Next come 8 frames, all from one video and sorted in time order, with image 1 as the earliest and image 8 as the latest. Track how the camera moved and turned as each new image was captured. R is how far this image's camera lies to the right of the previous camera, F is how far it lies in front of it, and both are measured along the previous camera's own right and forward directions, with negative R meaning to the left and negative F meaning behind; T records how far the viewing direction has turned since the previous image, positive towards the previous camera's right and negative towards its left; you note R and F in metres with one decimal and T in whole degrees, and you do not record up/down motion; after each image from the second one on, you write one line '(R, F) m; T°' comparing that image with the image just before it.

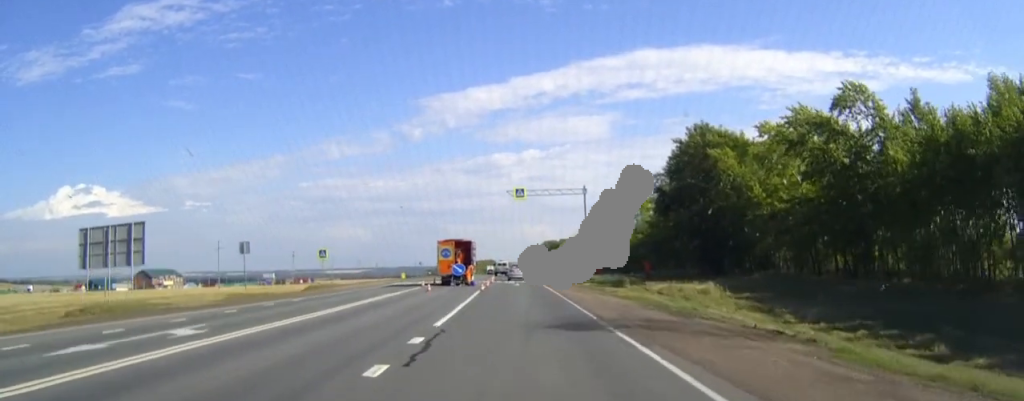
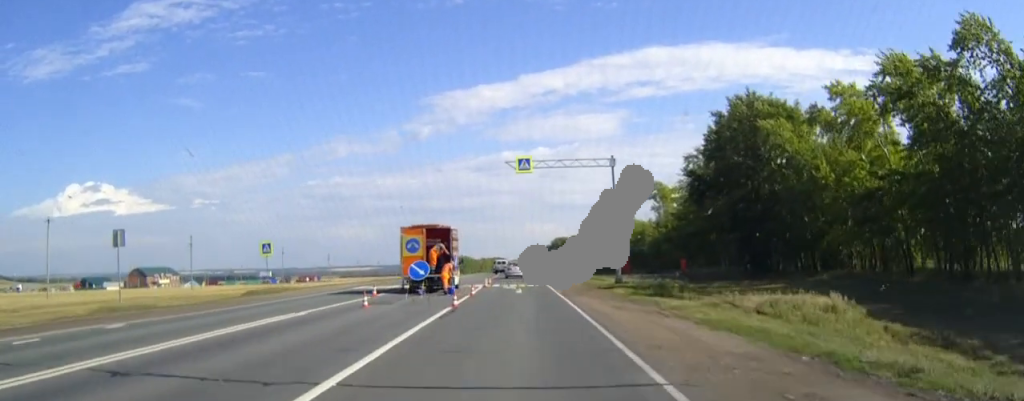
(-0.1, +15.5) m; -1°
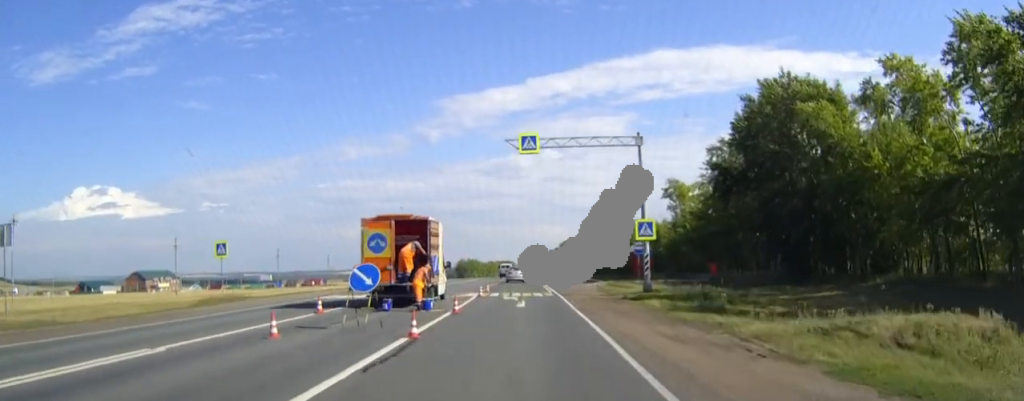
(-0.1, +8.5) m; 0°
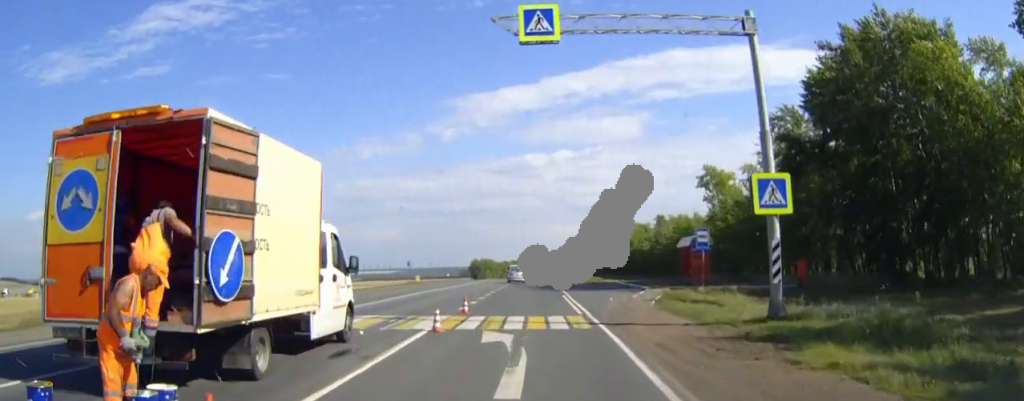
(-0.1, +17.0) m; -1°
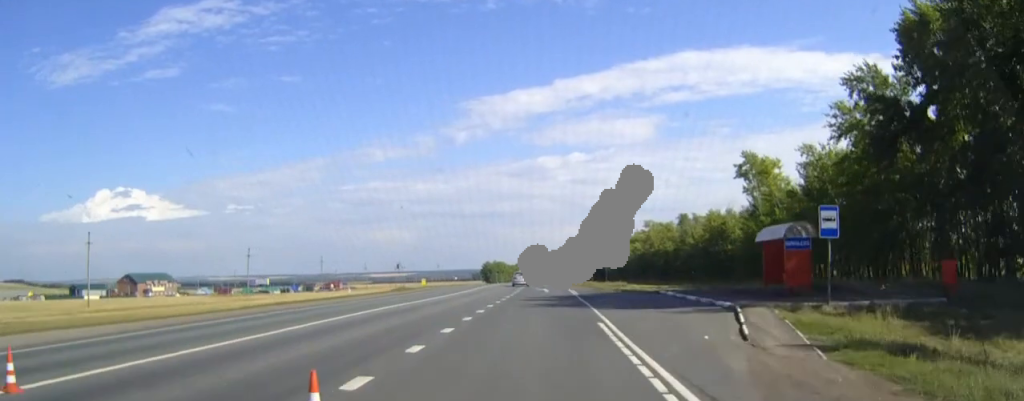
(-0.2, +15.4) m; -1°
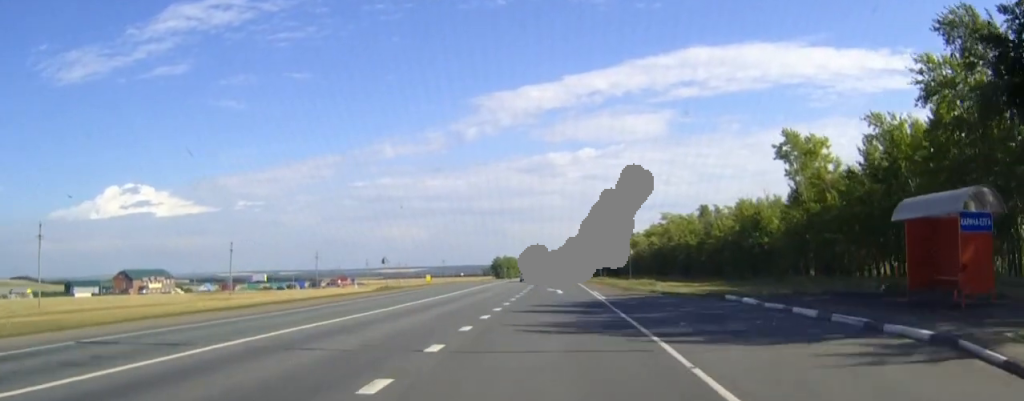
(-0.1, +12.4) m; -1°
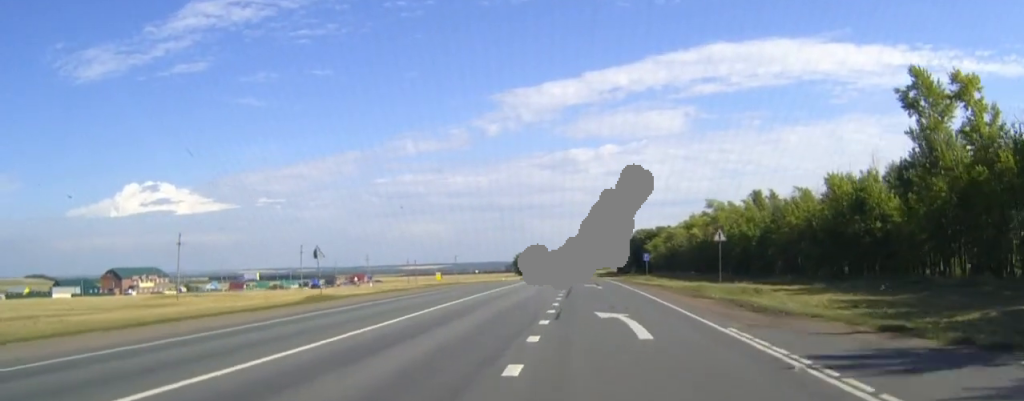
(-0.3, +26.4) m; -1°
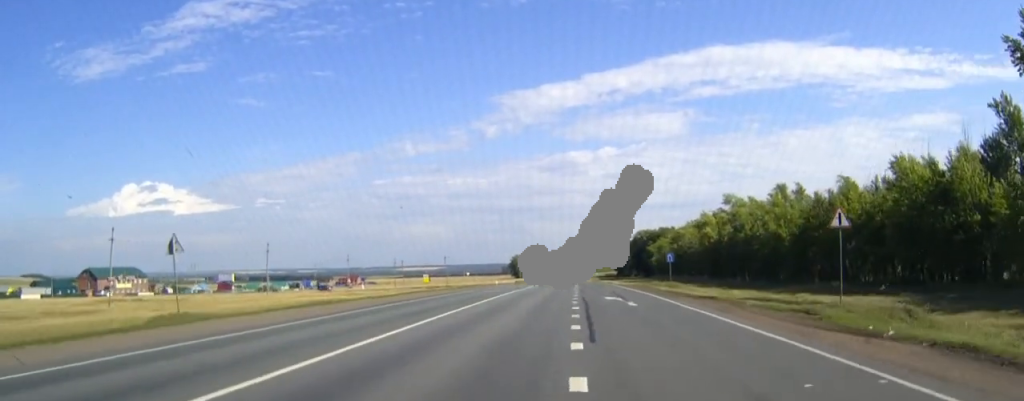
(-0.1, +17.0) m; 0°
